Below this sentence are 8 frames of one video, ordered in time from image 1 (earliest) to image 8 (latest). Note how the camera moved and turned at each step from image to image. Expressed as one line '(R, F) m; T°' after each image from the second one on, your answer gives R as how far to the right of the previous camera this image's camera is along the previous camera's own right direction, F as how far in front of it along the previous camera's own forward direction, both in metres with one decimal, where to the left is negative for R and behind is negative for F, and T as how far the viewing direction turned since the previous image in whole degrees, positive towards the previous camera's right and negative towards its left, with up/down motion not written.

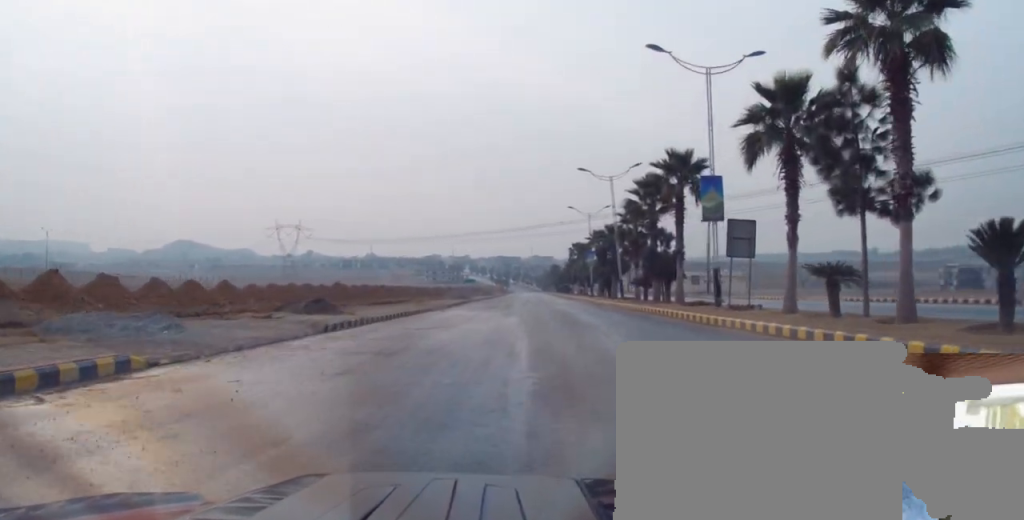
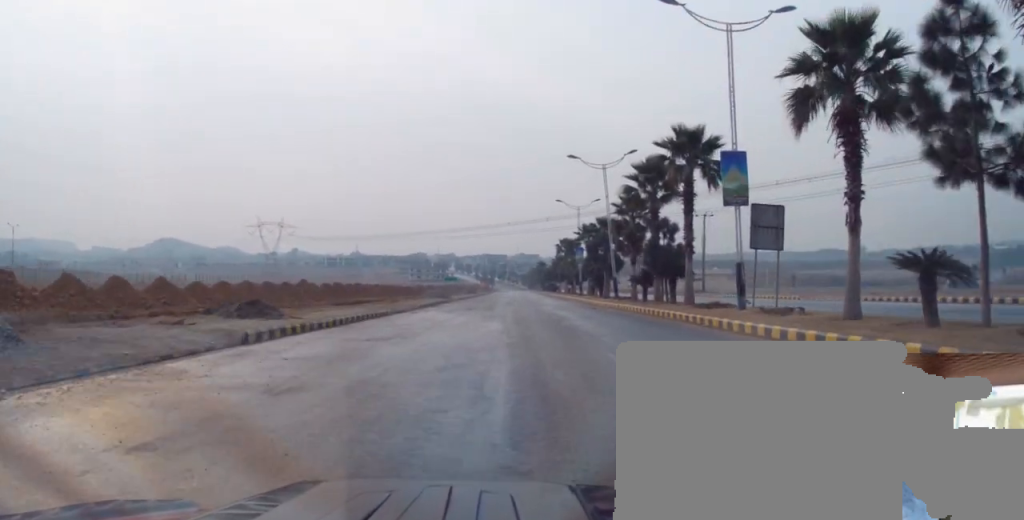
(+0.1, +5.2) m; 0°
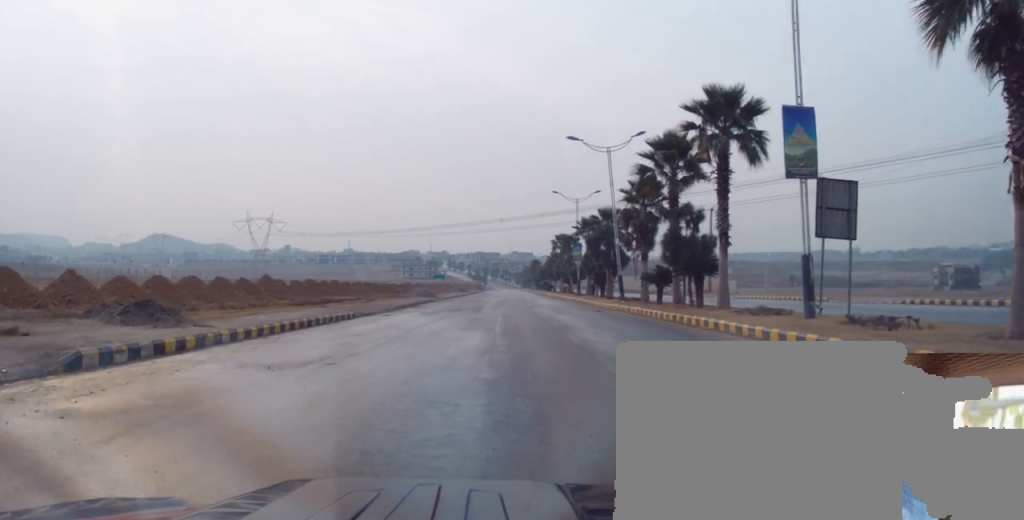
(0.0, +6.4) m; -2°
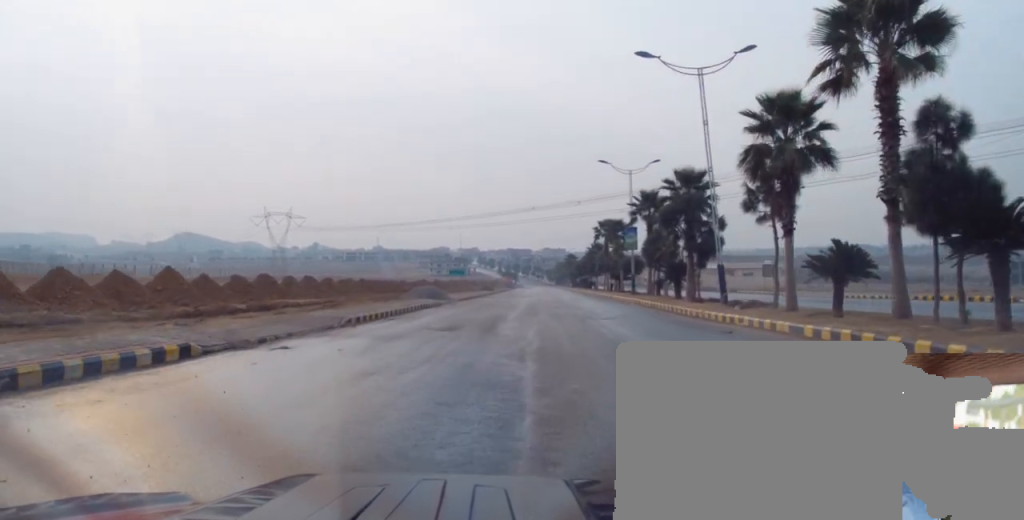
(-0.9, +16.7) m; -4°
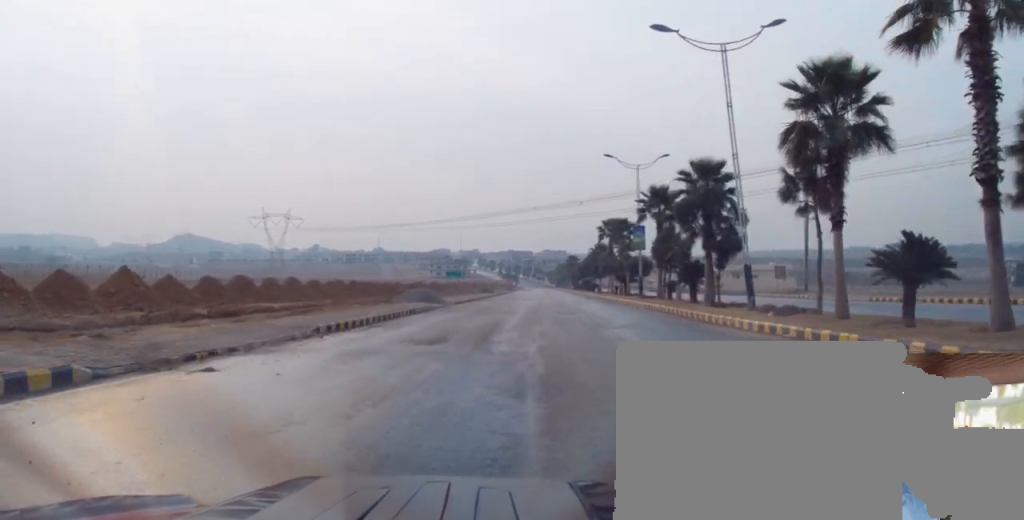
(0.0, +3.7) m; 0°
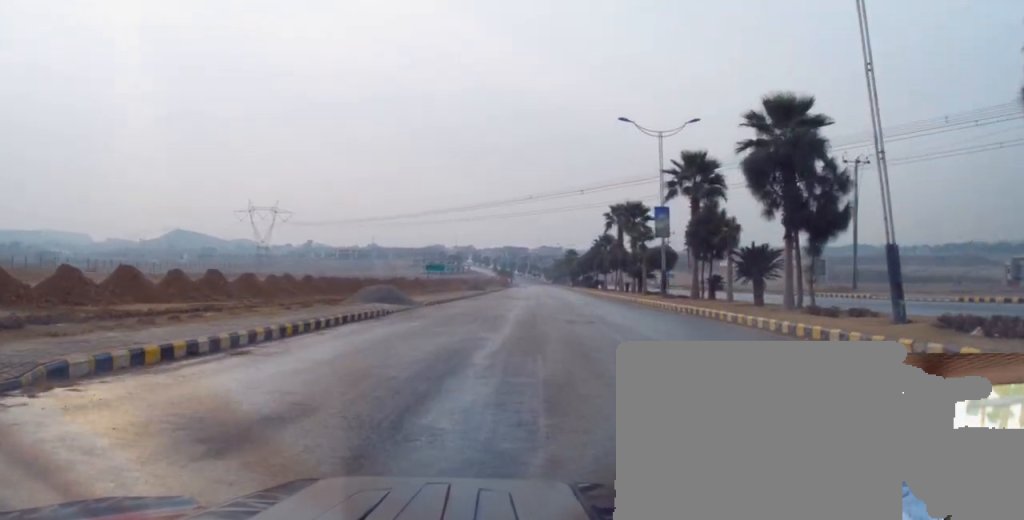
(+0.1, +11.2) m; +3°
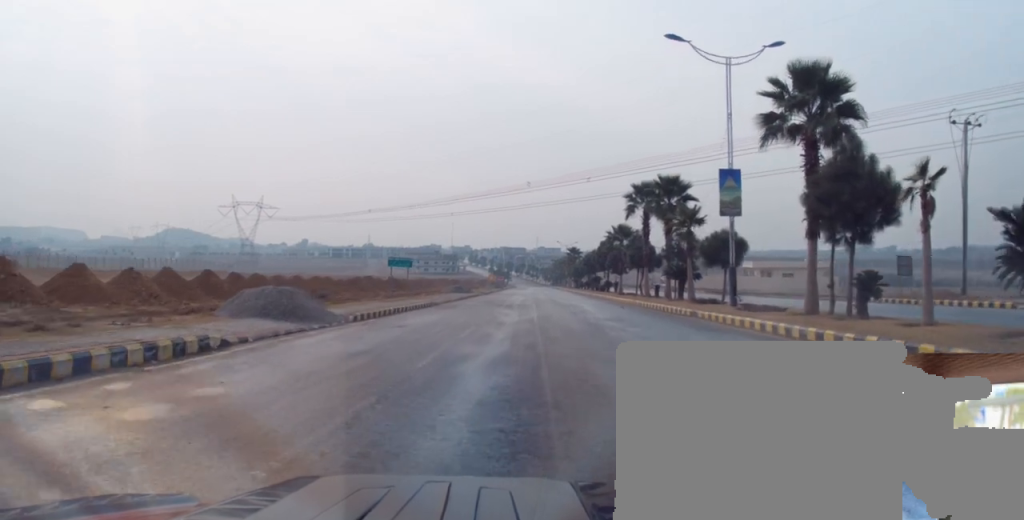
(0.0, +15.3) m; +2°
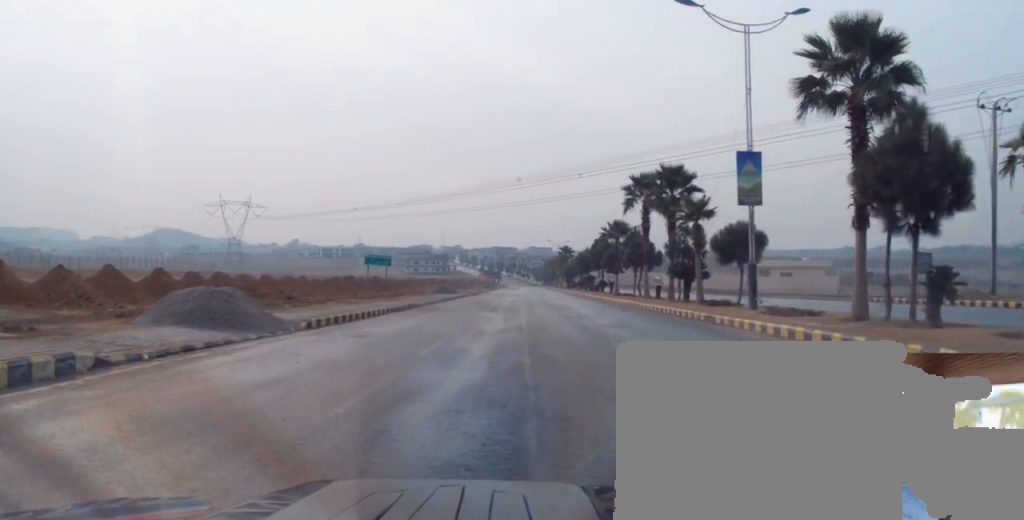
(+0.2, +3.9) m; +3°
